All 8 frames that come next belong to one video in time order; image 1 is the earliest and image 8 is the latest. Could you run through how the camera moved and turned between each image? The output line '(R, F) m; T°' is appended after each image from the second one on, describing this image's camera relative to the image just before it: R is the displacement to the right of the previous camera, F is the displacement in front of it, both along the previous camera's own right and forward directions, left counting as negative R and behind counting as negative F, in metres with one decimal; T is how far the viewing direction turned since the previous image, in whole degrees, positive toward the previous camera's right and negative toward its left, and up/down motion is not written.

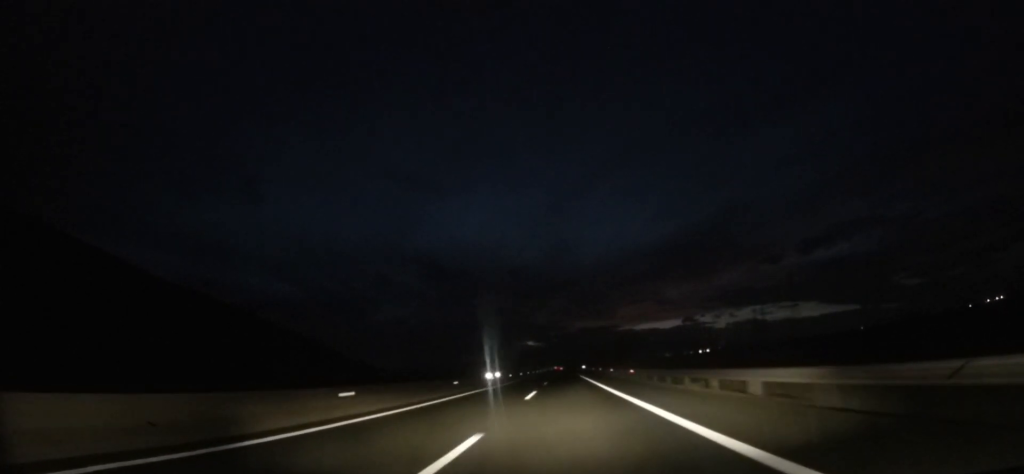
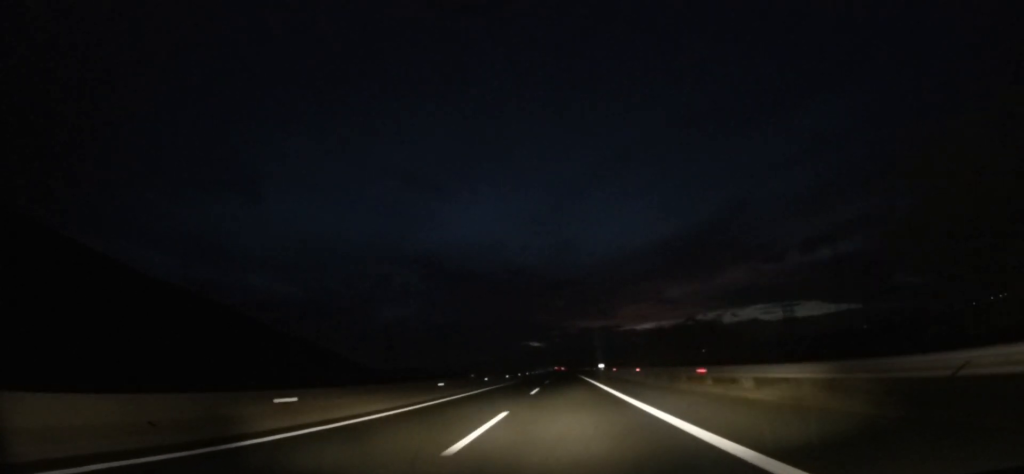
(-0.4, +80.5) m; -1°
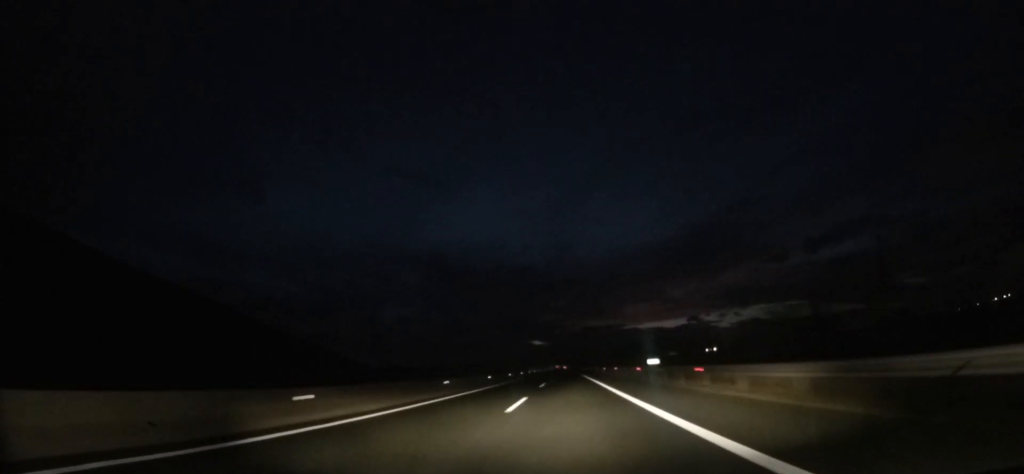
(-0.1, +55.8) m; 0°
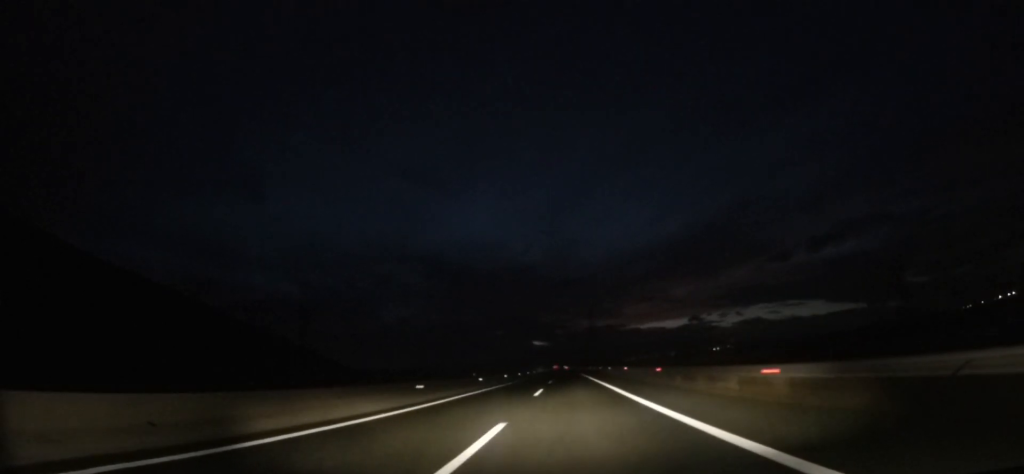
(-0.5, +127.1) m; 0°
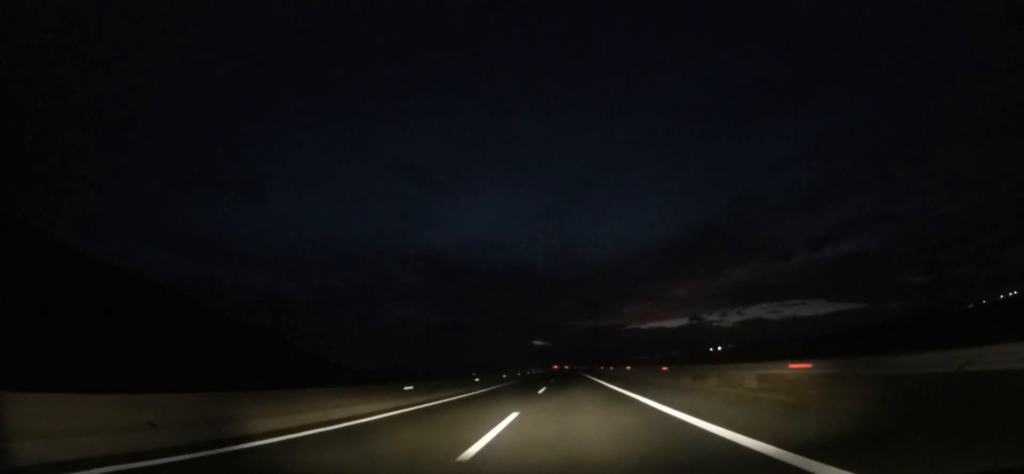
(0.0, +34.4) m; 0°
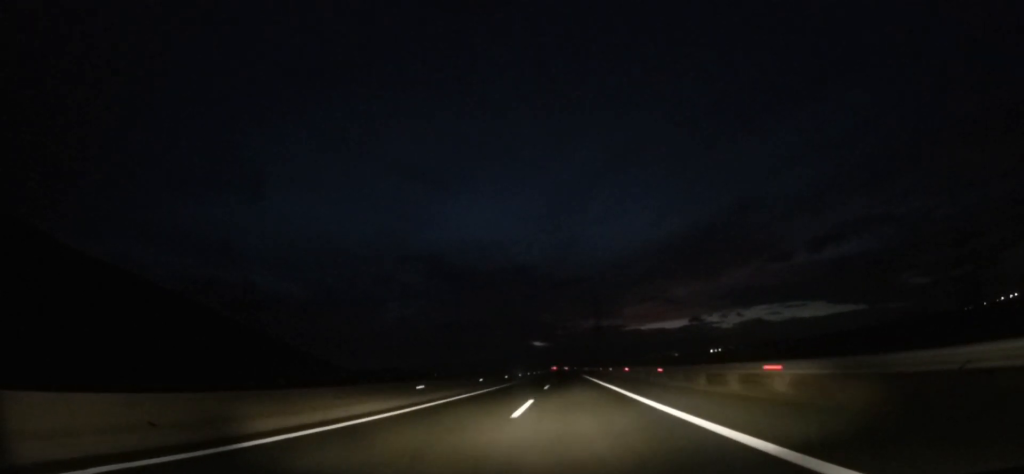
(0.0, +31.2) m; 0°
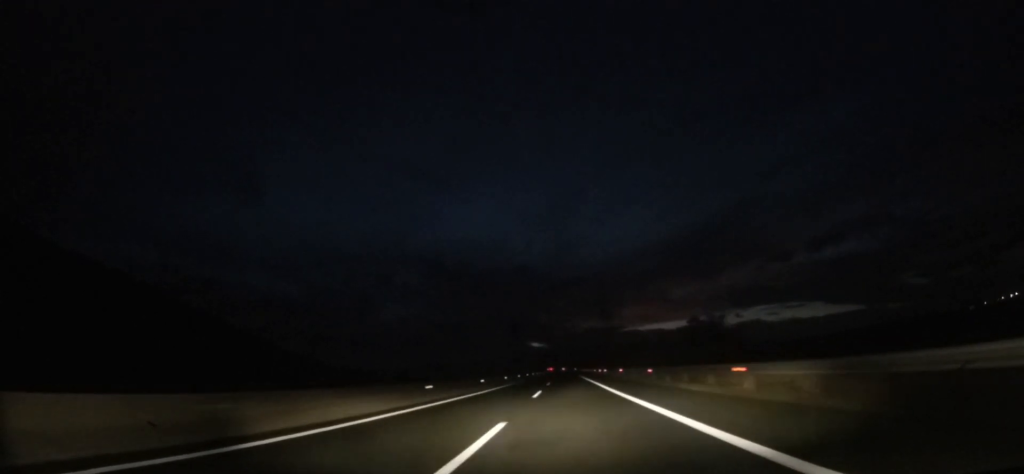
(0.0, +61.3) m; 0°
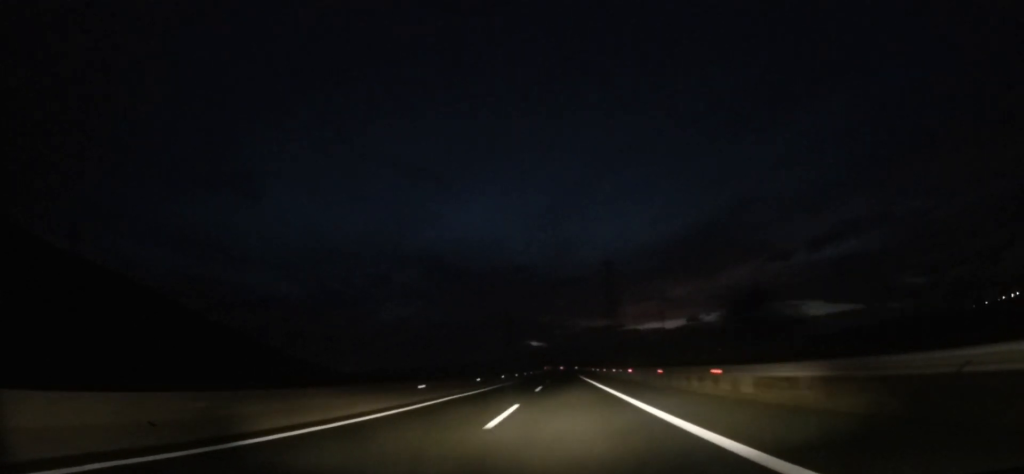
(+0.1, +47.2) m; 0°
